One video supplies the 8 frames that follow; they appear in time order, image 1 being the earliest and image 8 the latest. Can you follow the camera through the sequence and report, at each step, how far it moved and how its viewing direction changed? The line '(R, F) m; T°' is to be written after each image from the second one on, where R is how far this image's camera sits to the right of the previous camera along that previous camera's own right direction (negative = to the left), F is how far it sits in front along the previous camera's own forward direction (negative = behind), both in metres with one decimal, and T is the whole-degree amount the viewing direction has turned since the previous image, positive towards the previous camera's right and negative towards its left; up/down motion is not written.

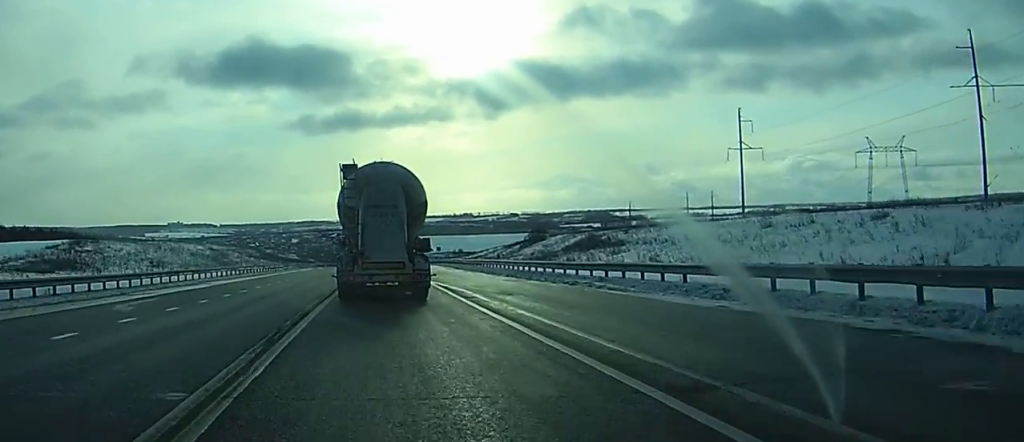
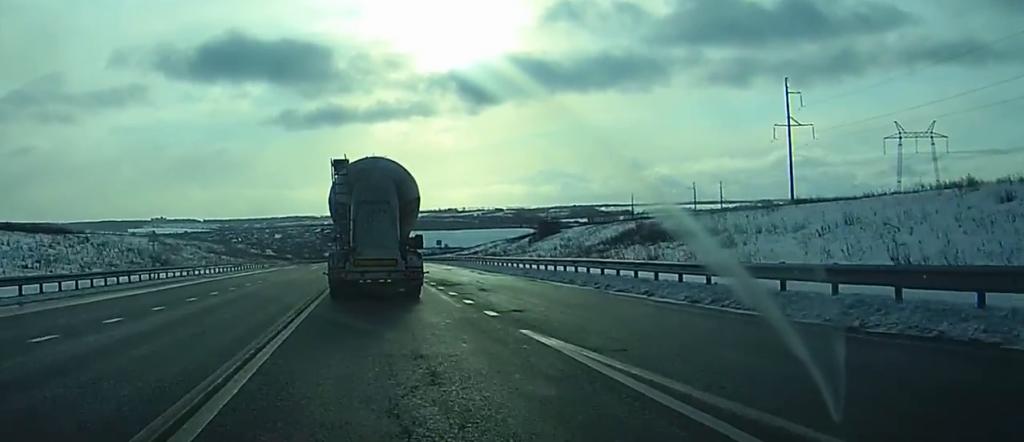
(+0.2, +28.7) m; +1°
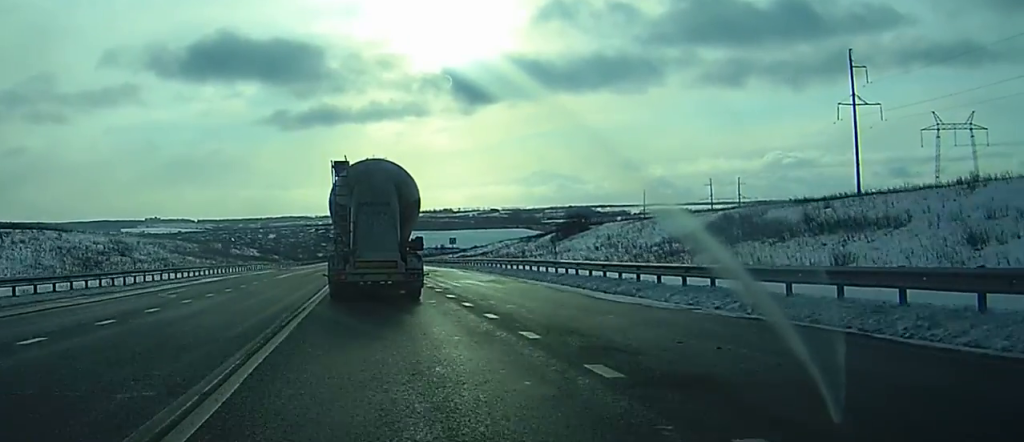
(0.0, +24.4) m; 0°
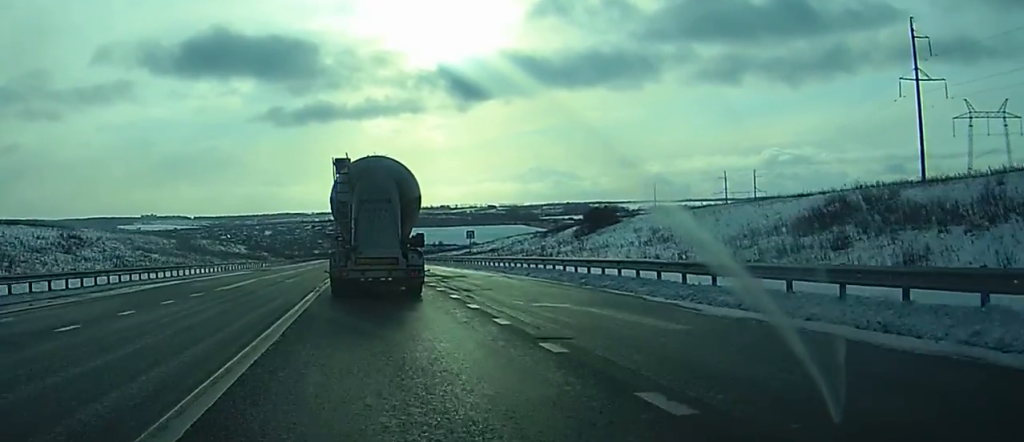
(0.0, +18.1) m; 0°
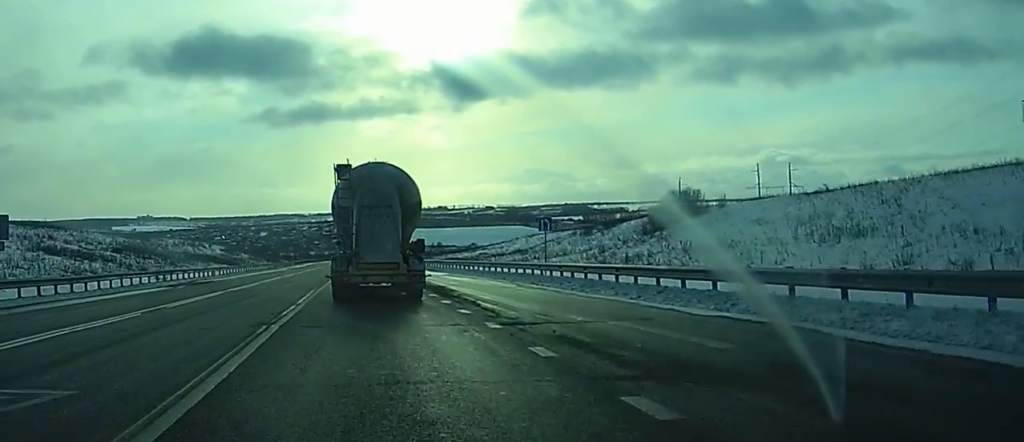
(+0.3, +32.2) m; +1°
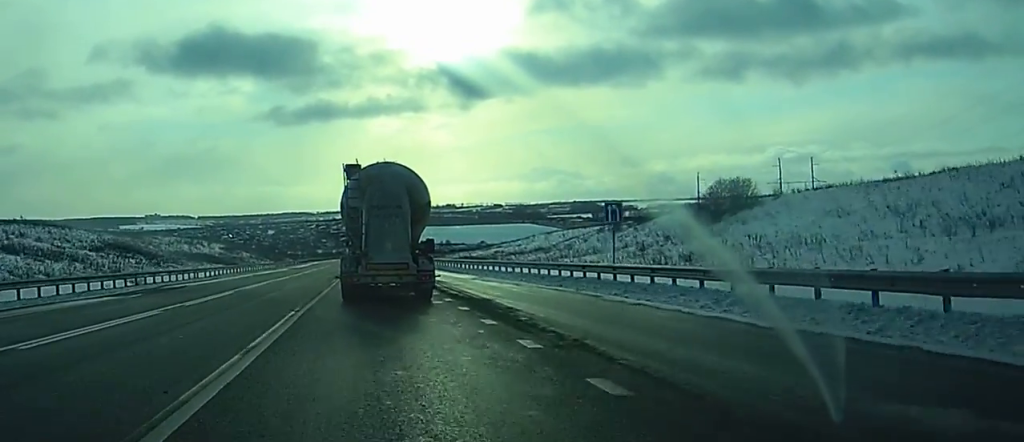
(+0.1, +10.5) m; 0°
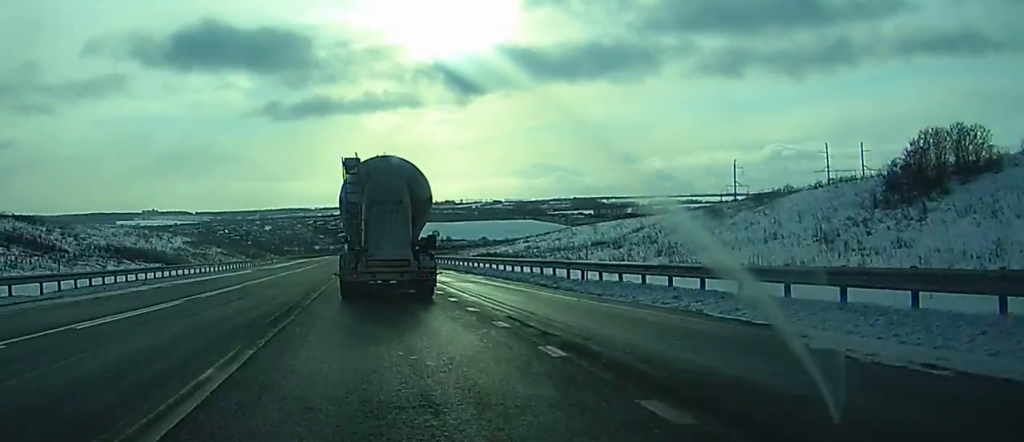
(0.0, +32.7) m; 0°
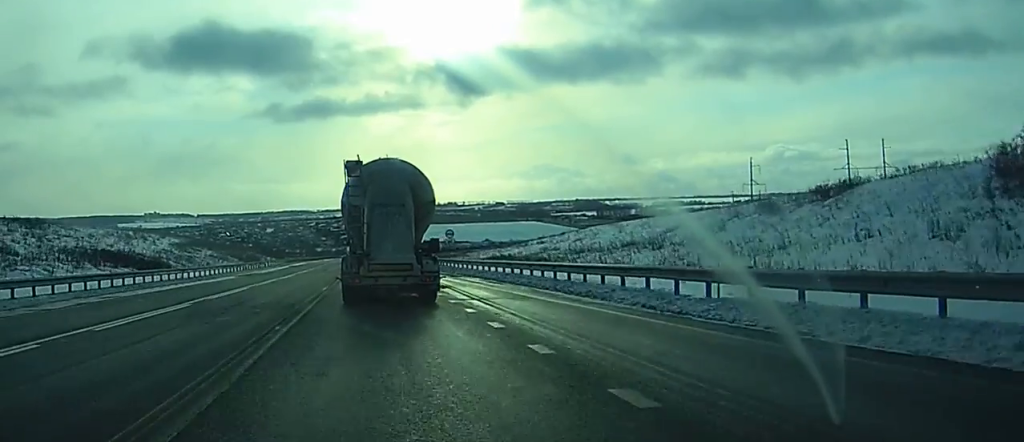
(0.0, +10.8) m; 0°
